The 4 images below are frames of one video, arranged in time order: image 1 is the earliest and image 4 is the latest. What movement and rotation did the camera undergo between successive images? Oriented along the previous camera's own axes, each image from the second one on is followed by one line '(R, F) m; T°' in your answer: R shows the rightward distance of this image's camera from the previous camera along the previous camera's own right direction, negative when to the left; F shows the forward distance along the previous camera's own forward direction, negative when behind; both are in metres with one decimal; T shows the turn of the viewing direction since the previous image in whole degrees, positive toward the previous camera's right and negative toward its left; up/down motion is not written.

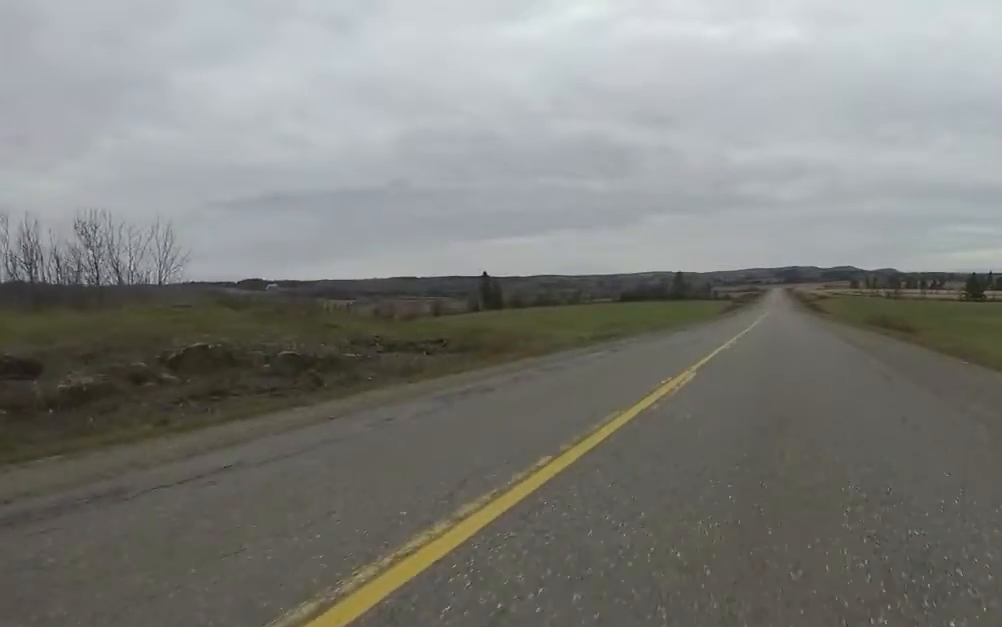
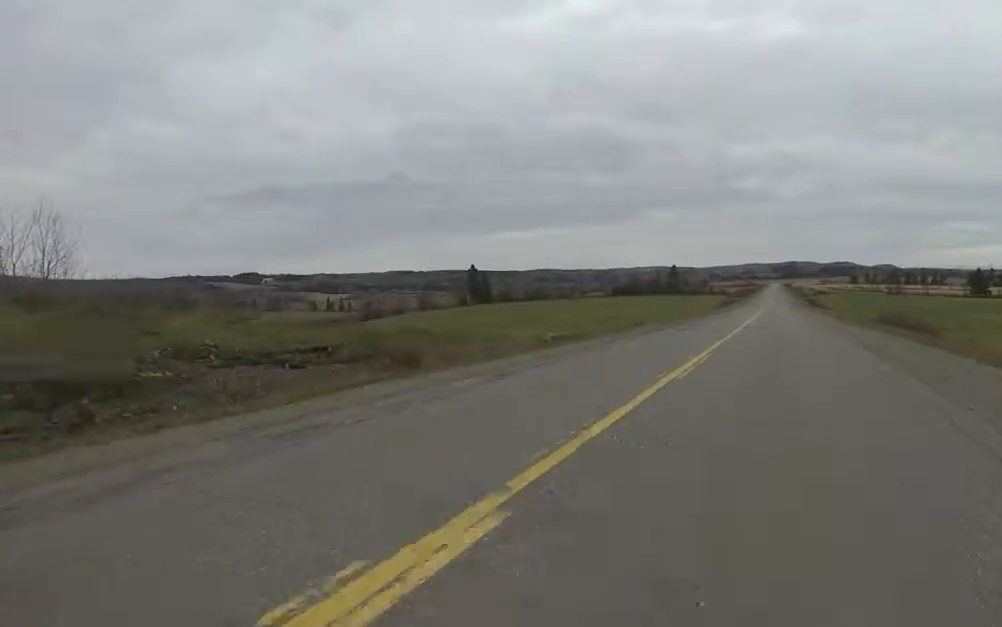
(+0.2, +6.1) m; +3°
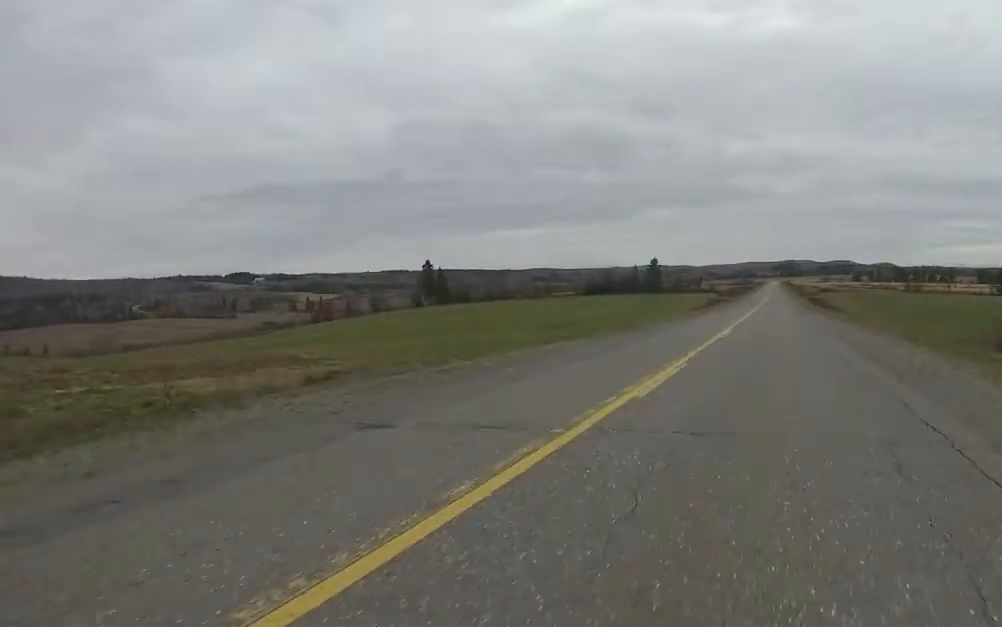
(+0.4, +22.7) m; -2°
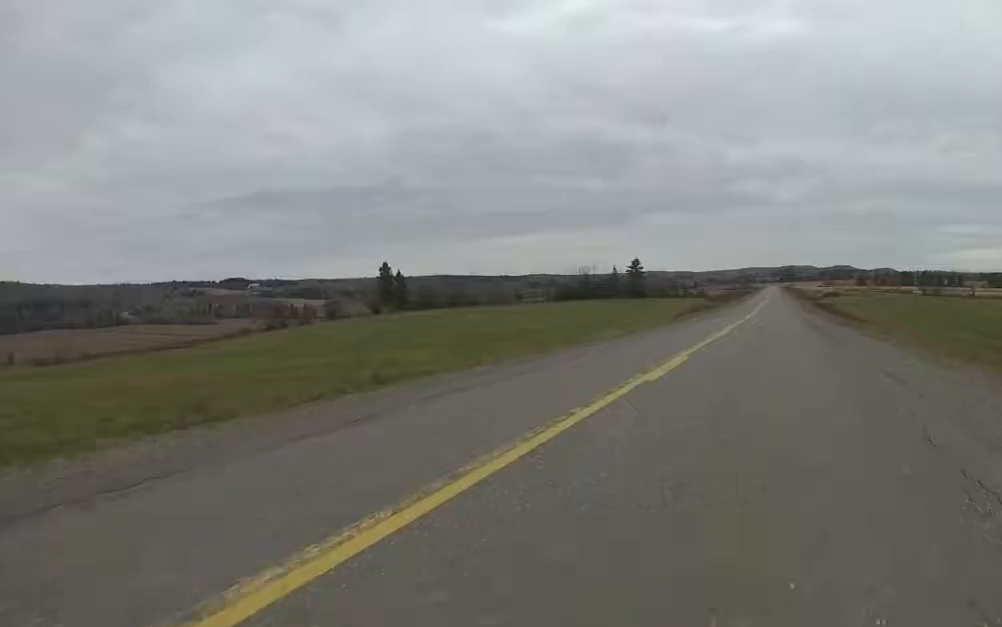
(+0.4, +17.2) m; +2°
